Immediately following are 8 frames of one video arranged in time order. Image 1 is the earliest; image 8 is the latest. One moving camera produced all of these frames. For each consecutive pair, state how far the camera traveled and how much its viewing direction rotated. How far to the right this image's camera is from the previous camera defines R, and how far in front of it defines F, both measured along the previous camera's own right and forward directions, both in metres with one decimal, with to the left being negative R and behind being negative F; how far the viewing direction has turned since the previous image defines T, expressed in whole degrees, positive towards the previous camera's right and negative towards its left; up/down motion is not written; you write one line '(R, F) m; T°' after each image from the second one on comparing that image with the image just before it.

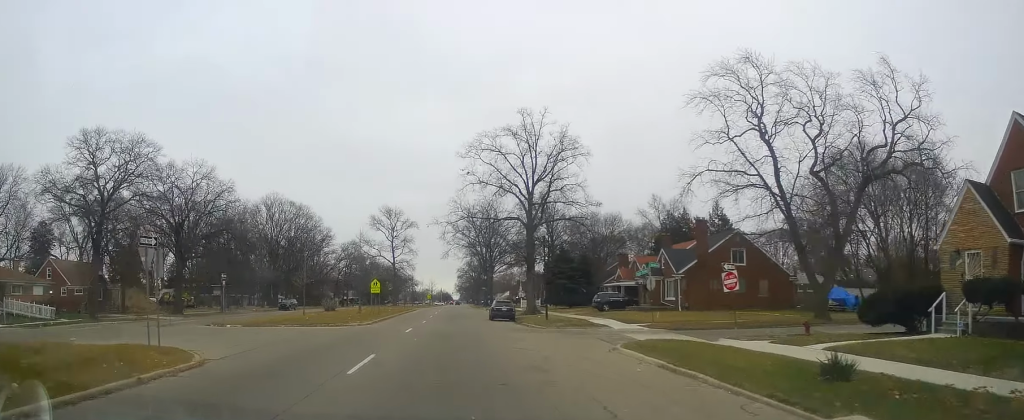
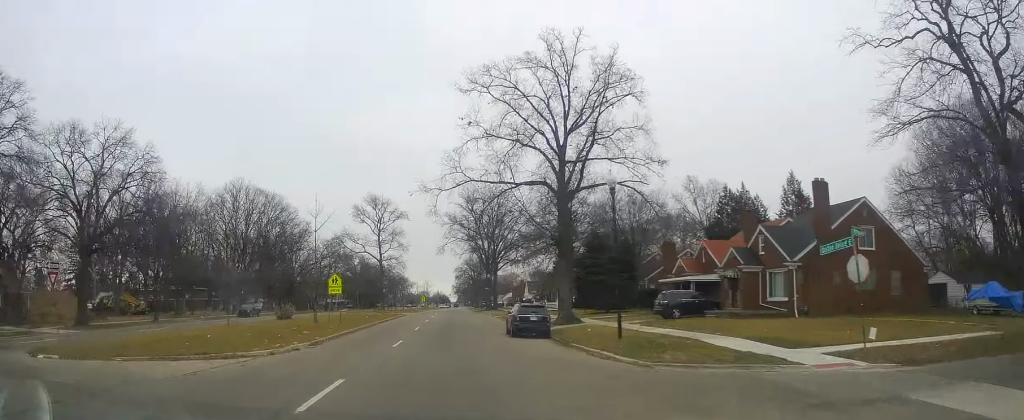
(+0.3, +20.3) m; 0°
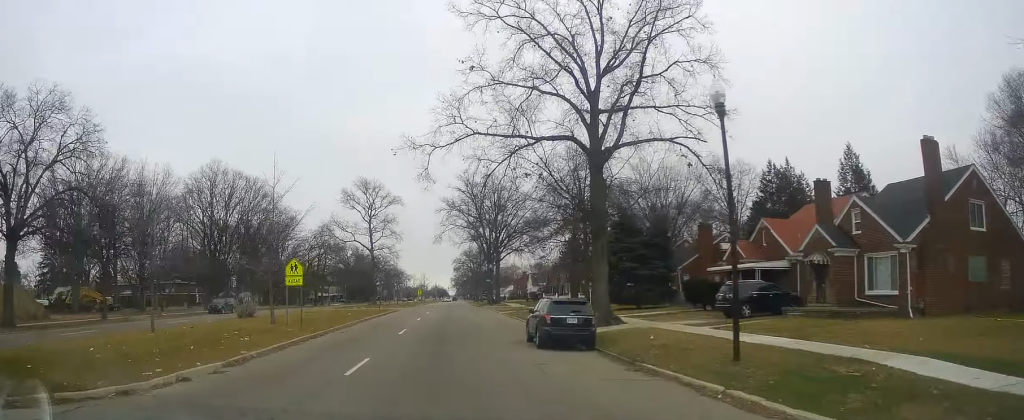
(-0.1, +10.6) m; 0°
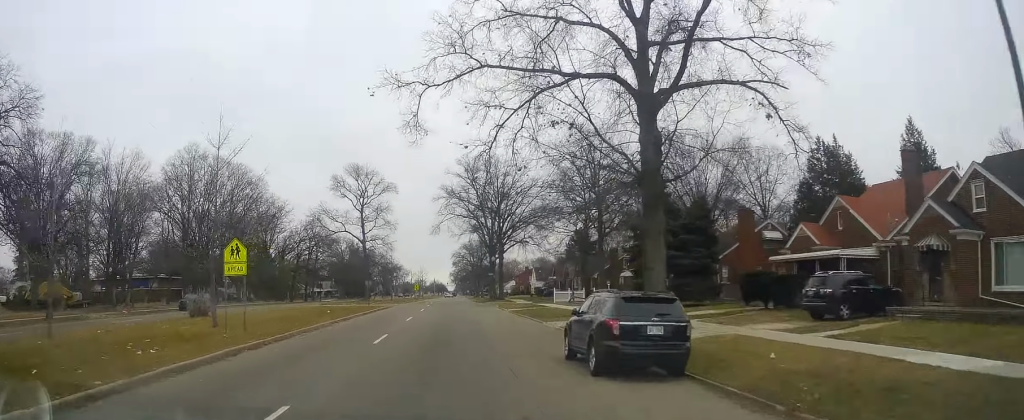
(-0.3, +8.8) m; 0°
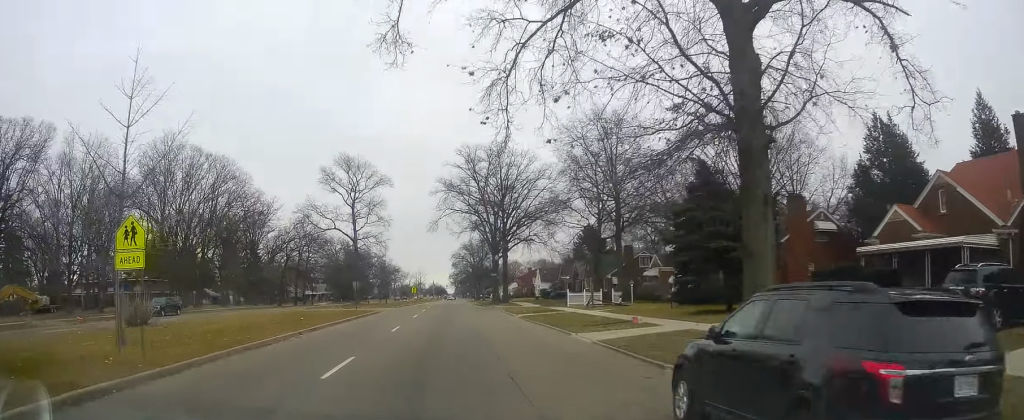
(+0.2, +8.2) m; 0°
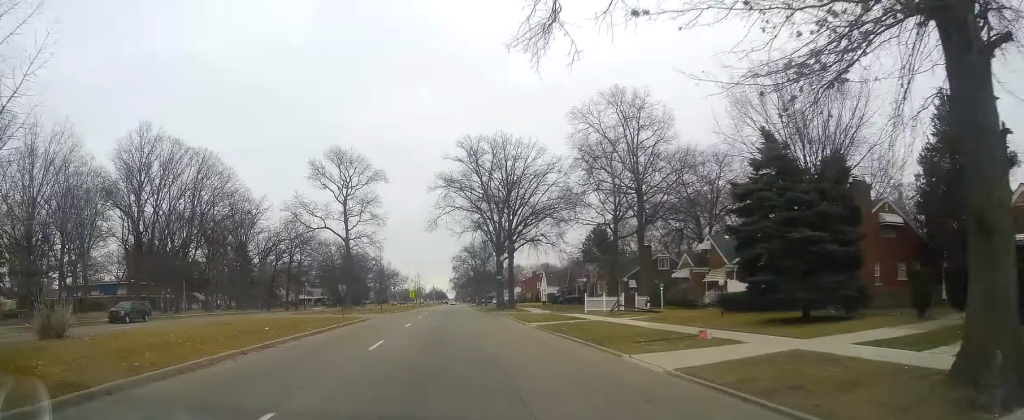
(+0.2, +7.6) m; 0°
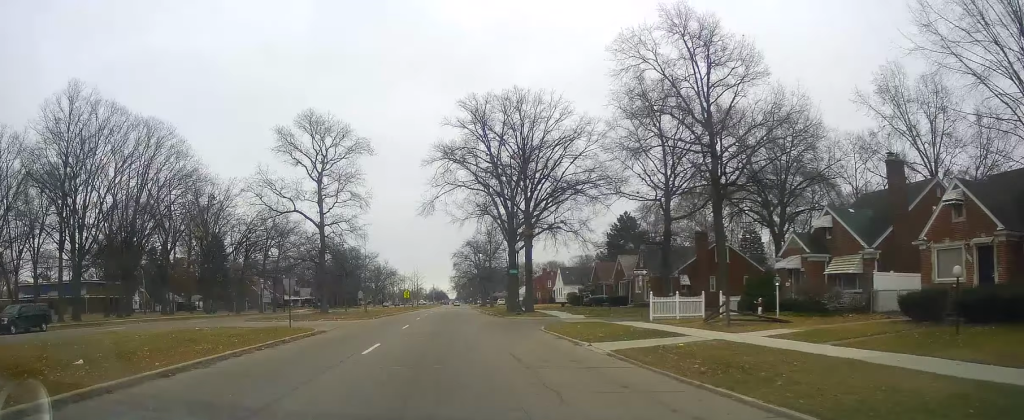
(-0.3, +17.1) m; 0°
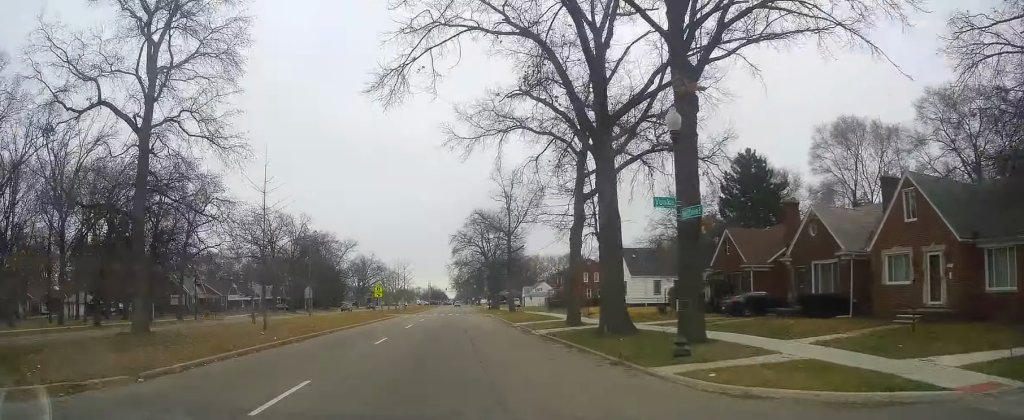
(+0.9, +39.9) m; 0°
